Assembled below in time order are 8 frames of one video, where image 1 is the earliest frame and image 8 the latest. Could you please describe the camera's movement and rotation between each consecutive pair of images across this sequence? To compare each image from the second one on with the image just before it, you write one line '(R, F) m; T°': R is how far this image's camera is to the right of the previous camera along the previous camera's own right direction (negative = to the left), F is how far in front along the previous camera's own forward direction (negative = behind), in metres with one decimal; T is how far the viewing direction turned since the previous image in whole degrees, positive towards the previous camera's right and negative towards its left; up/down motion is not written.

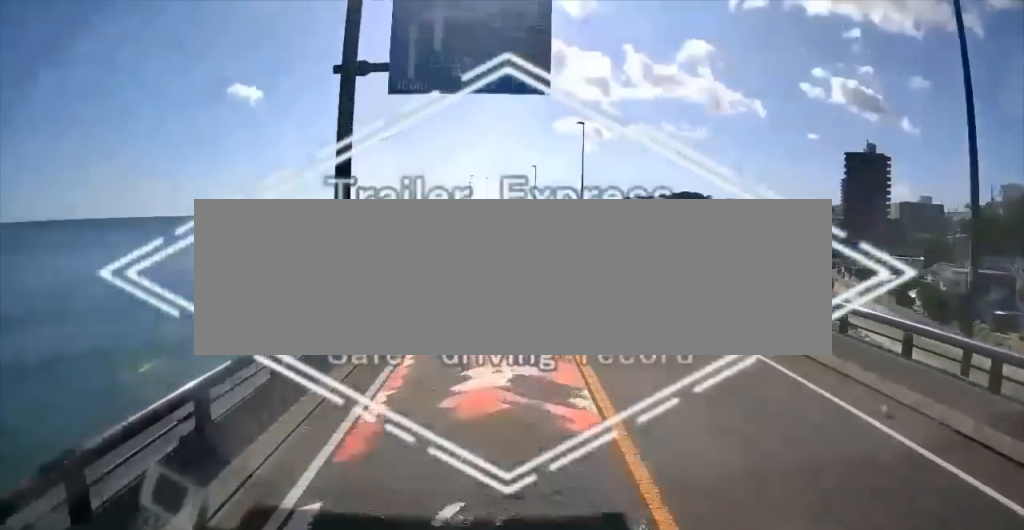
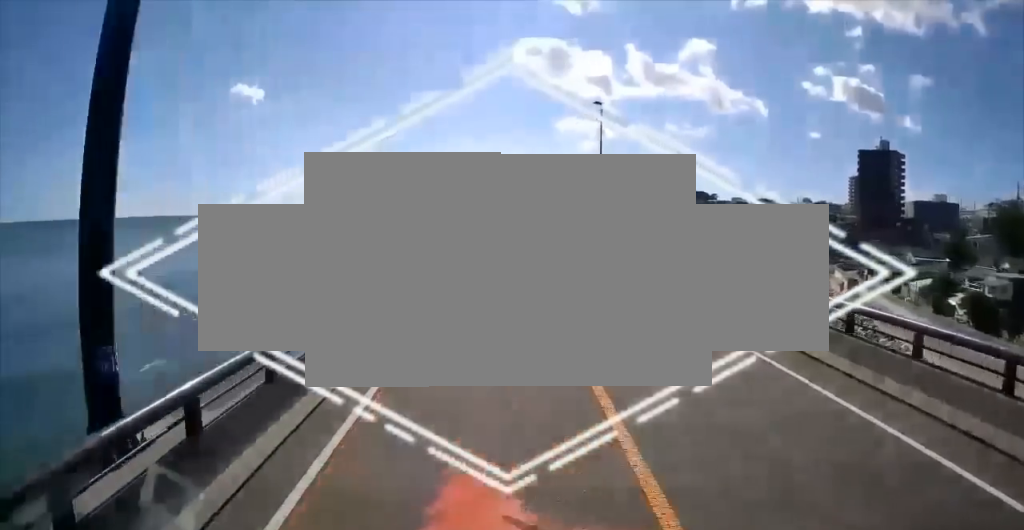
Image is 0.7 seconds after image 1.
(+0.1, +8.3) m; -2°
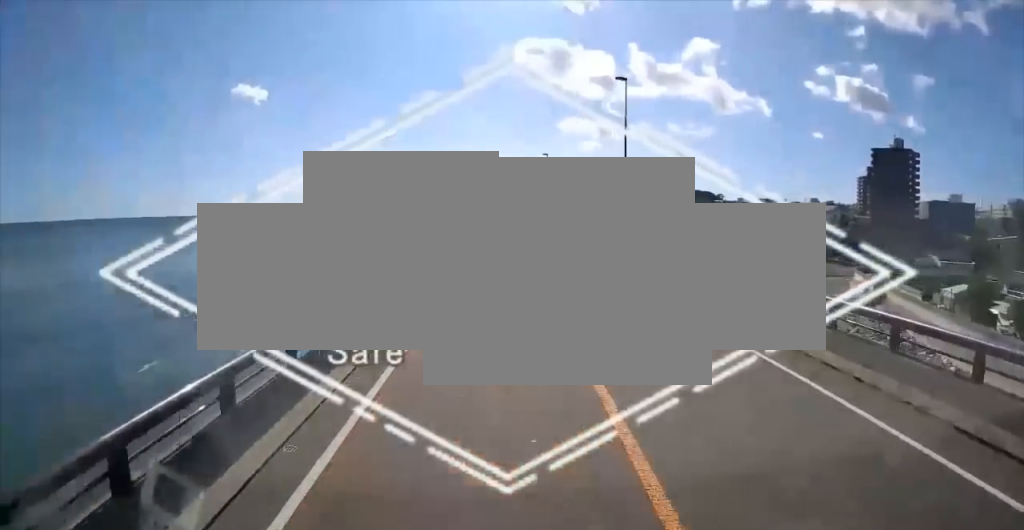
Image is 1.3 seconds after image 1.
(-0.4, +7.4) m; 0°
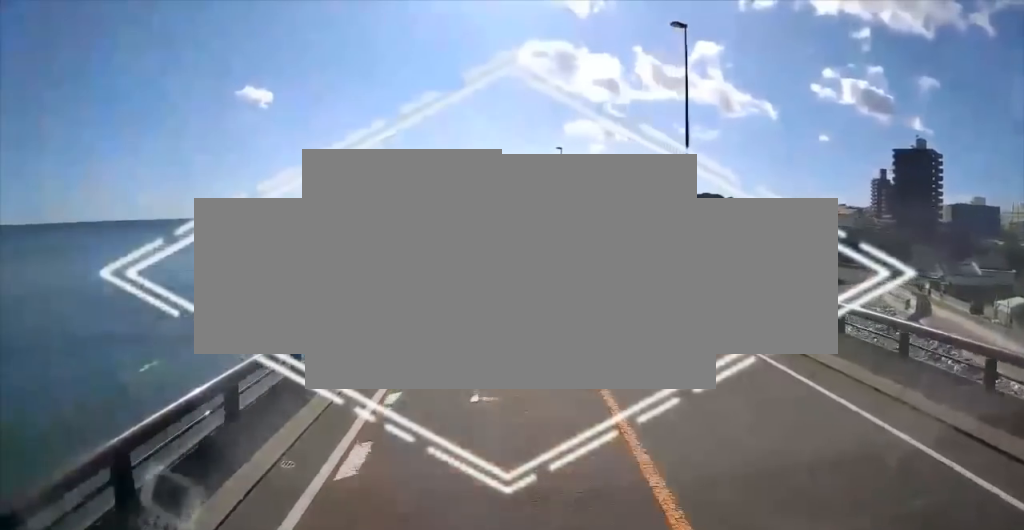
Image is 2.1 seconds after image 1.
(+0.1, +10.3) m; 0°
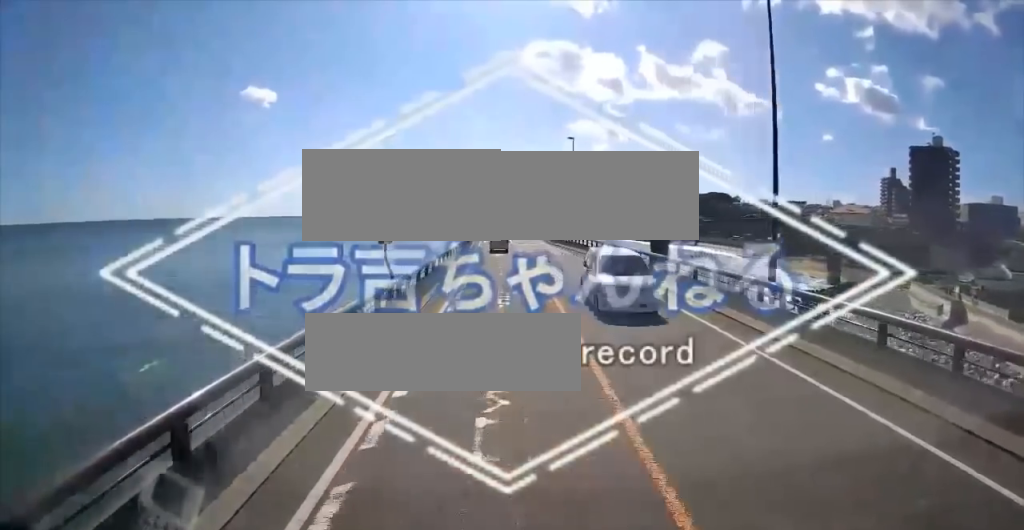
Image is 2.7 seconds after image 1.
(+0.2, +7.4) m; 0°
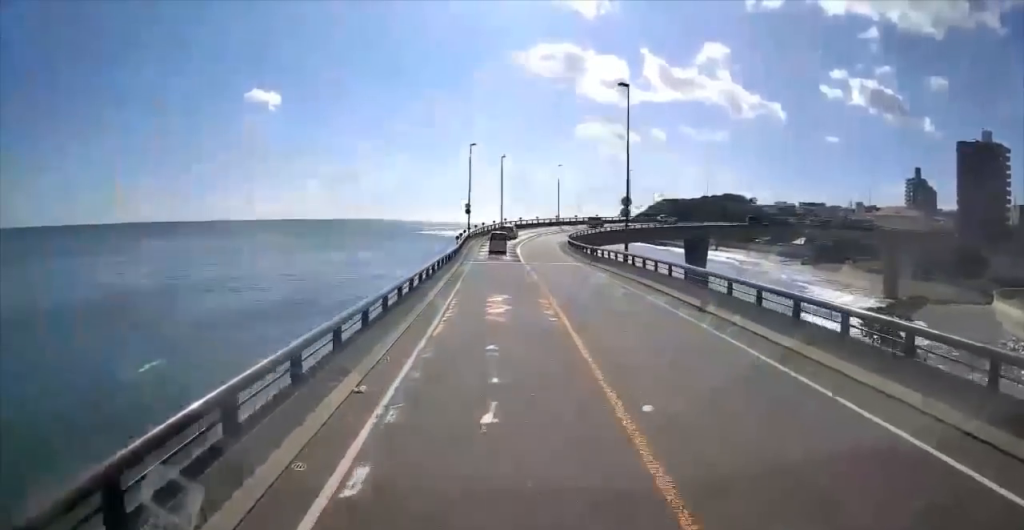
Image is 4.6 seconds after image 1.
(-1.0, +23.6) m; +1°
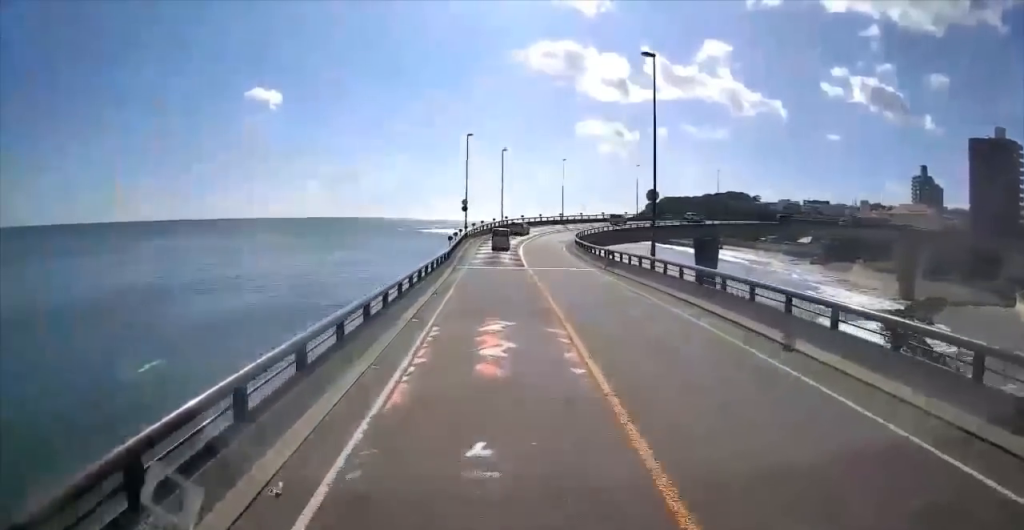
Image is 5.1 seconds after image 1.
(+0.3, +5.7) m; 0°
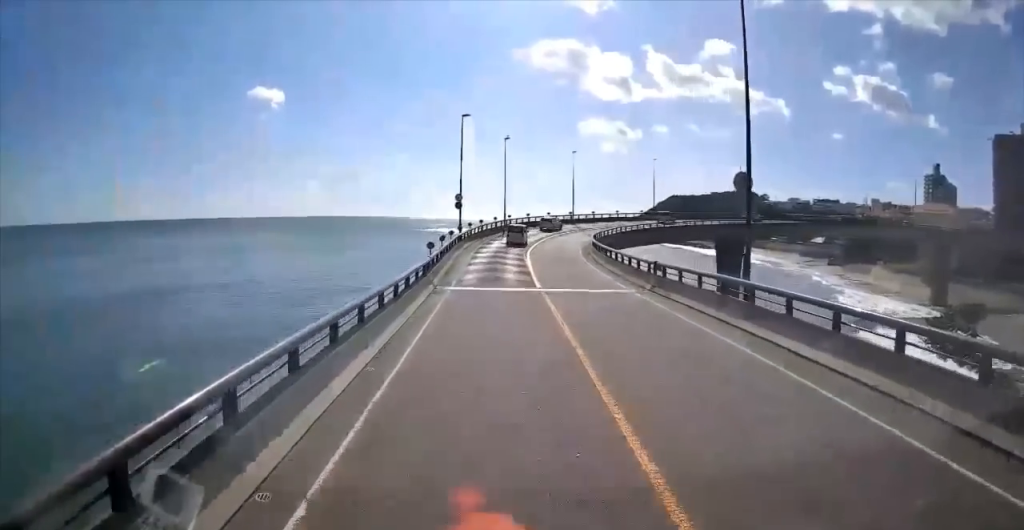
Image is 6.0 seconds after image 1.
(0.0, +10.5) m; -1°
